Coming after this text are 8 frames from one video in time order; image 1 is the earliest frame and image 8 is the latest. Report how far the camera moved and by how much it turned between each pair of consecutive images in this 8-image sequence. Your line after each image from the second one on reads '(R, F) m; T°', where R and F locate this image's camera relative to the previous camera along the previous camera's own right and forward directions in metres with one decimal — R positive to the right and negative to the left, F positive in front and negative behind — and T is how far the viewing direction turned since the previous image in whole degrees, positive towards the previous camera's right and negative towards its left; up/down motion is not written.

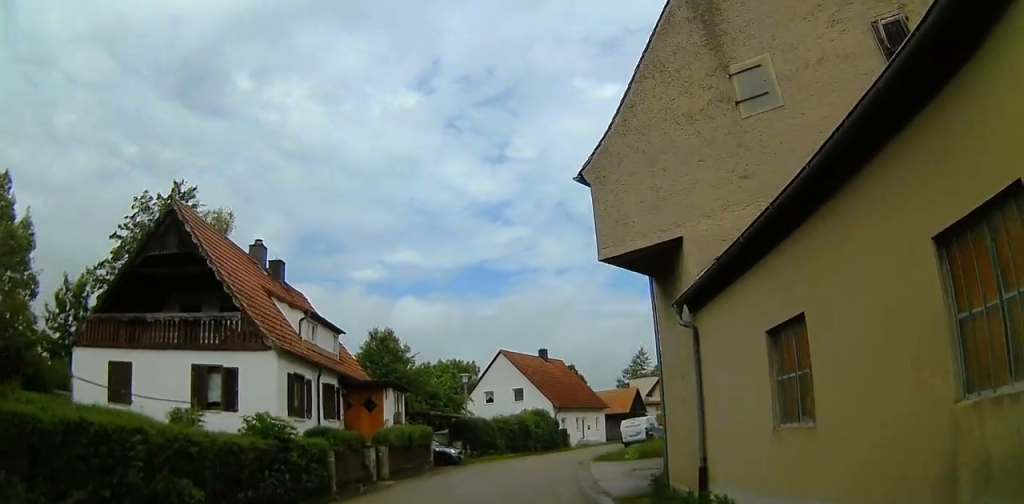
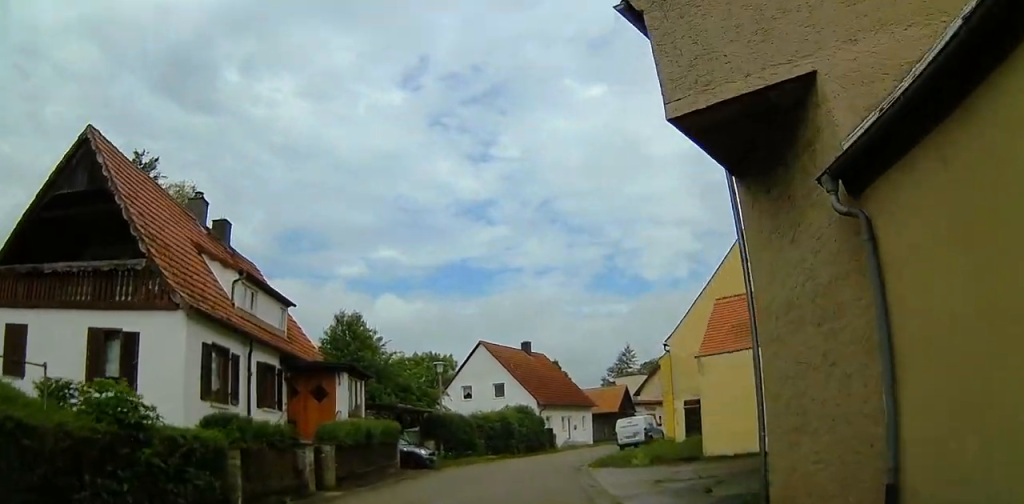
(0.0, +4.2) m; +3°
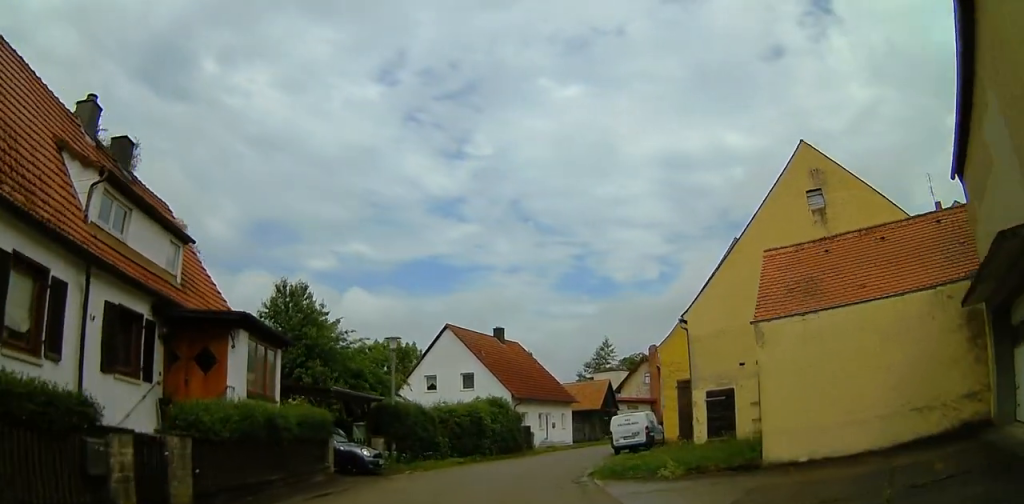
(+0.2, +5.7) m; +3°
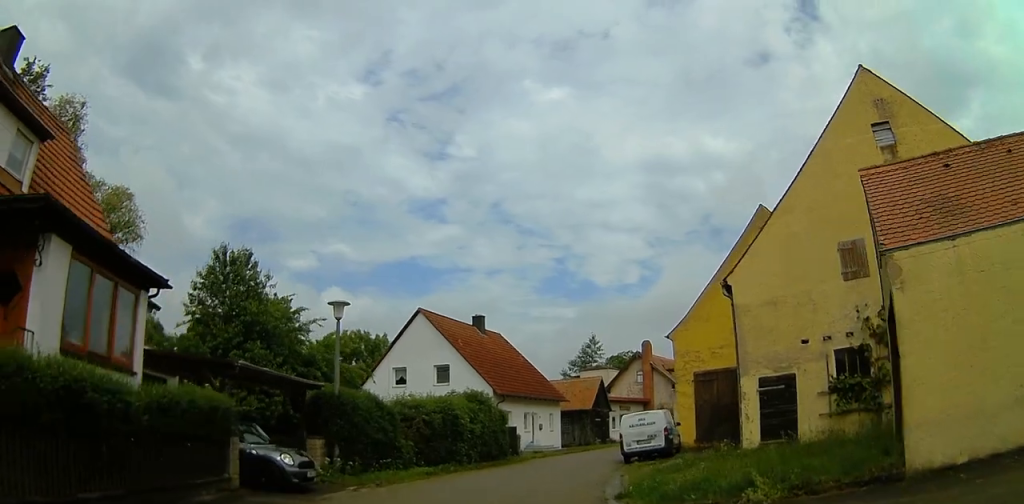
(0.0, +5.8) m; +6°
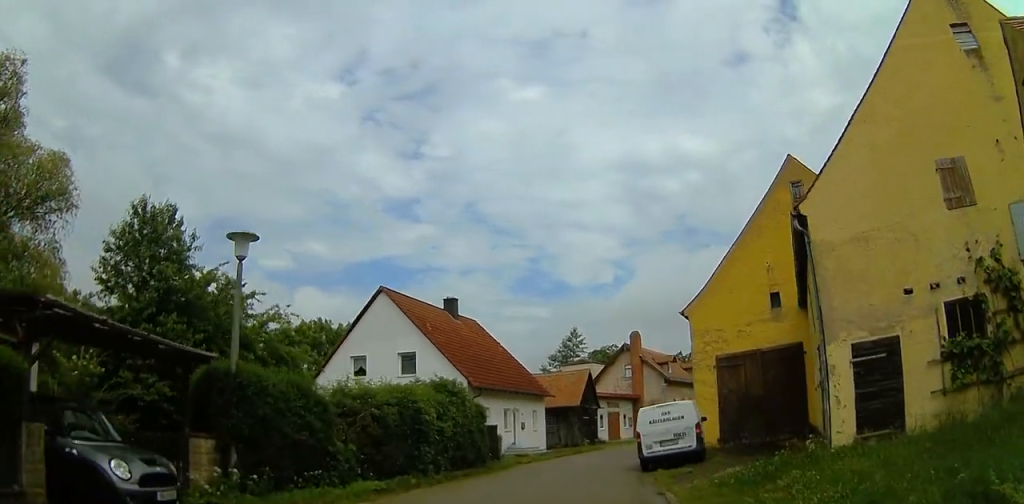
(+0.5, +5.6) m; -3°
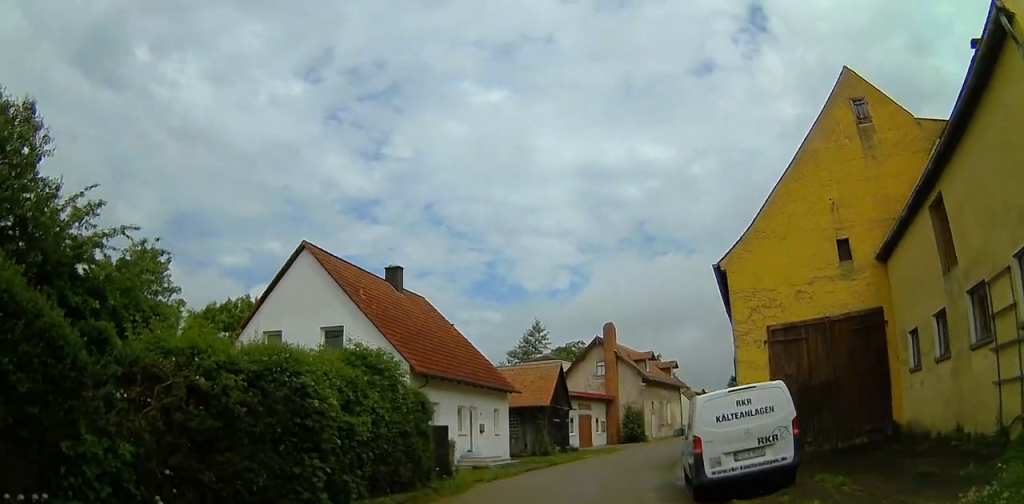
(-1.1, +7.2) m; 0°
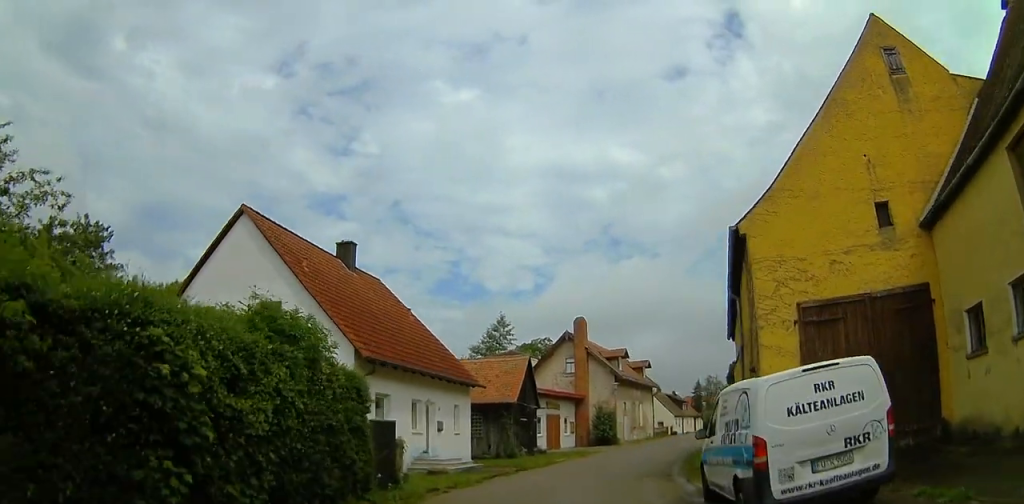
(+0.5, +3.4) m; +7°
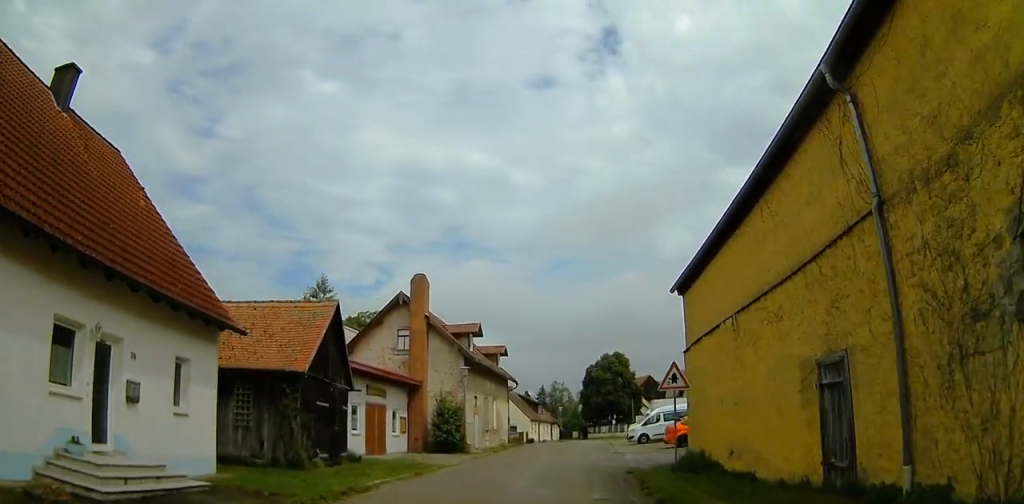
(+2.5, +12.2) m; +18°
